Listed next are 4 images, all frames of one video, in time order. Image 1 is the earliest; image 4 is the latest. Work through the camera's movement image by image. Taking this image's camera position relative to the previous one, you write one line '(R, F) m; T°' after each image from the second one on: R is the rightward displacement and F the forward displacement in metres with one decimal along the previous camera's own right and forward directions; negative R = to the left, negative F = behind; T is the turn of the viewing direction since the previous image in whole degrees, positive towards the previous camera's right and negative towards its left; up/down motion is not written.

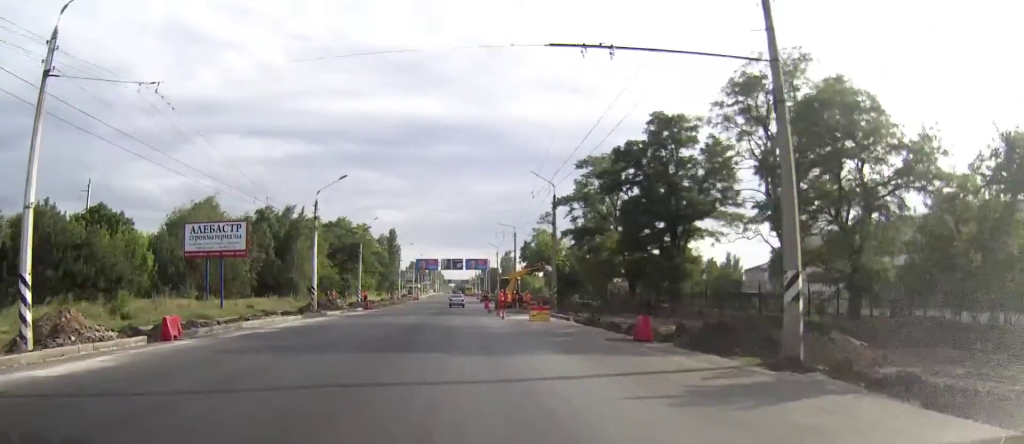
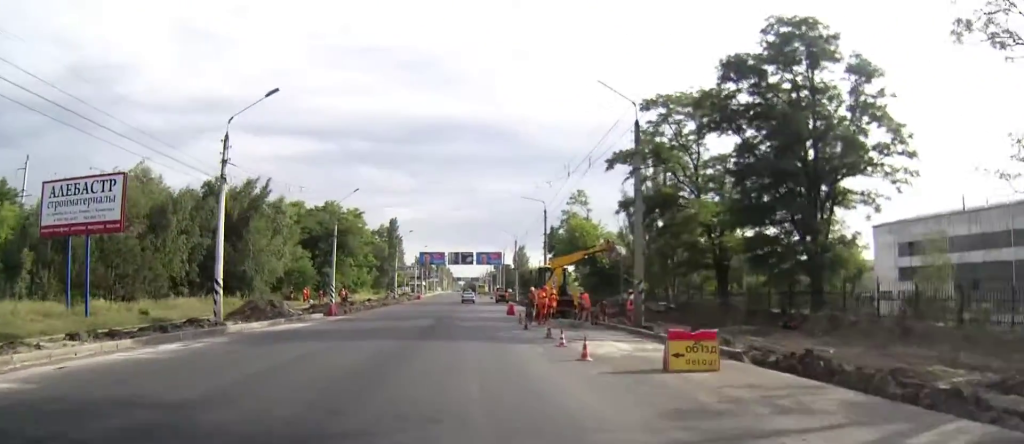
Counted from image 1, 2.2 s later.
(-0.2, +24.0) m; -1°
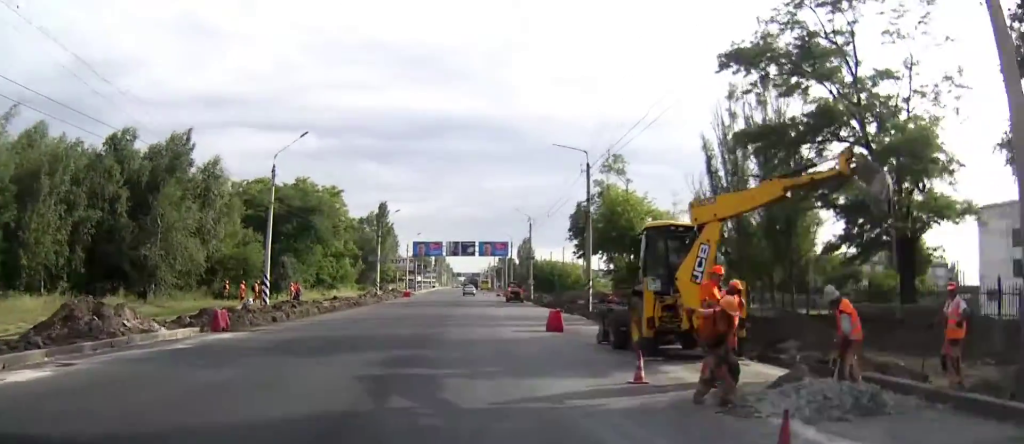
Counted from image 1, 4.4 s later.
(0.0, +22.8) m; 0°
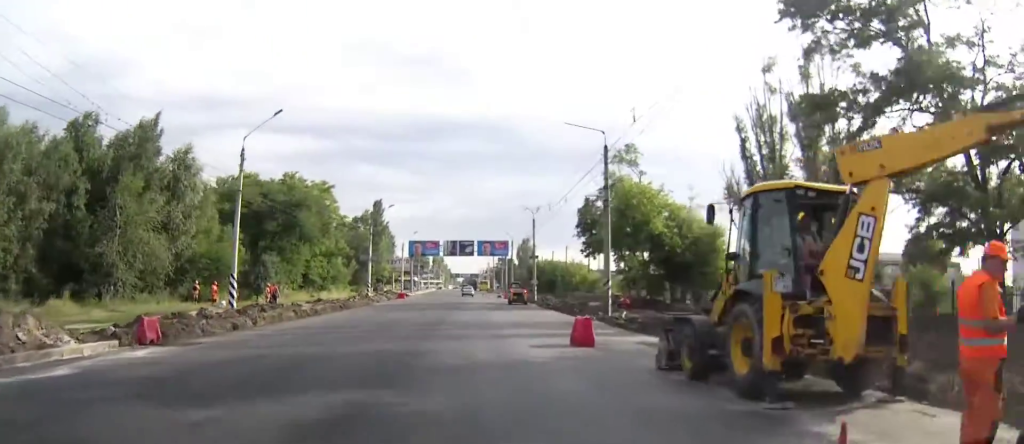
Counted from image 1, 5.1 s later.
(0.0, +6.2) m; 0°
